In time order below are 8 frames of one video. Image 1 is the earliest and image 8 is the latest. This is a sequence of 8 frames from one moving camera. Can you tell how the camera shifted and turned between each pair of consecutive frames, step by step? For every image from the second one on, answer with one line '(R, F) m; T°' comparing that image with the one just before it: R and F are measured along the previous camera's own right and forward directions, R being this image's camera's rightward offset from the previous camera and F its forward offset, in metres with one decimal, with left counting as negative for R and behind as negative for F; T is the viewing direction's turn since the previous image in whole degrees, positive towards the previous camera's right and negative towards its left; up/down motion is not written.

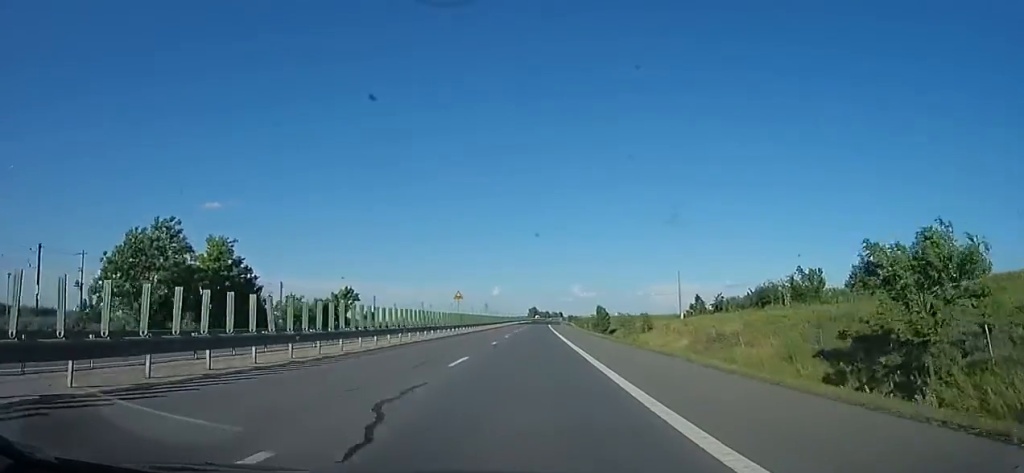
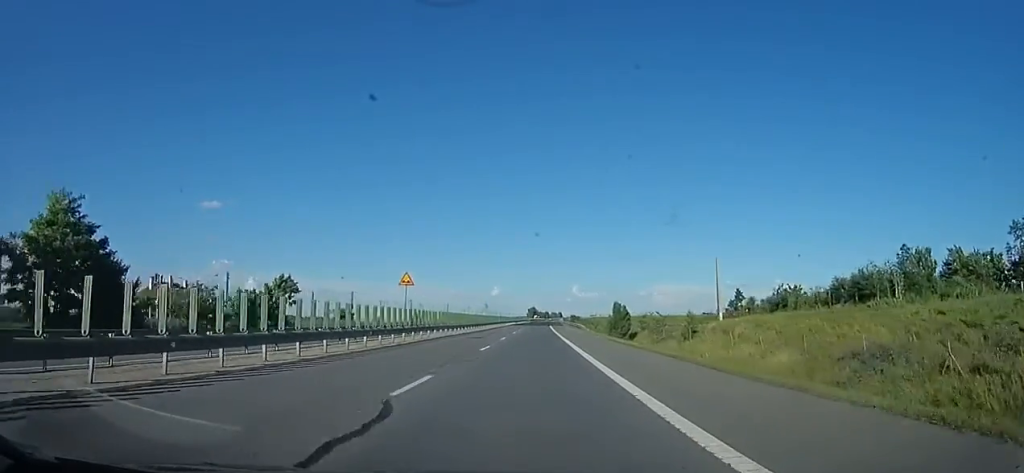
(0.0, +16.7) m; 0°
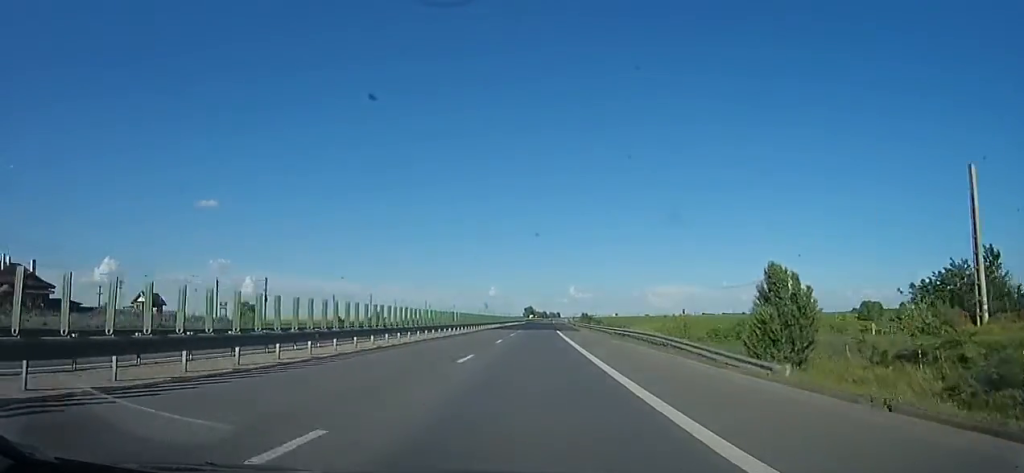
(0.0, +40.3) m; 0°
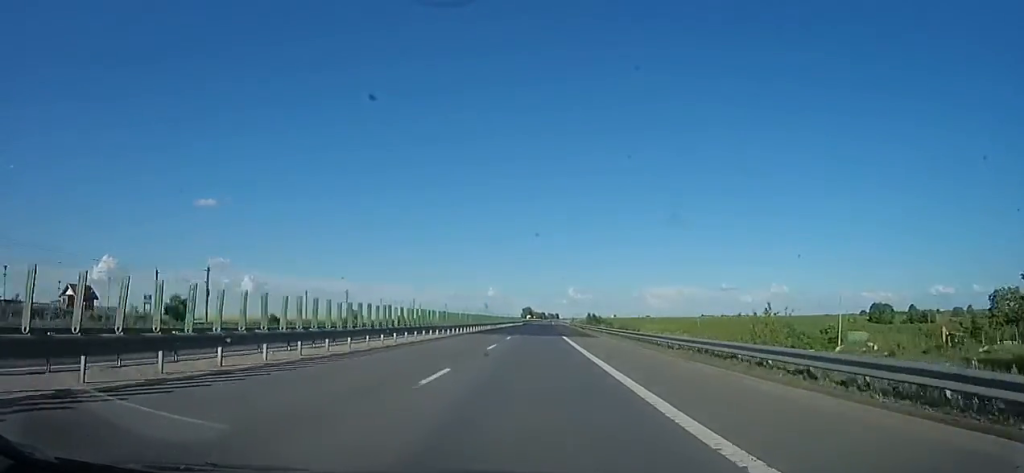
(0.0, +16.5) m; +1°
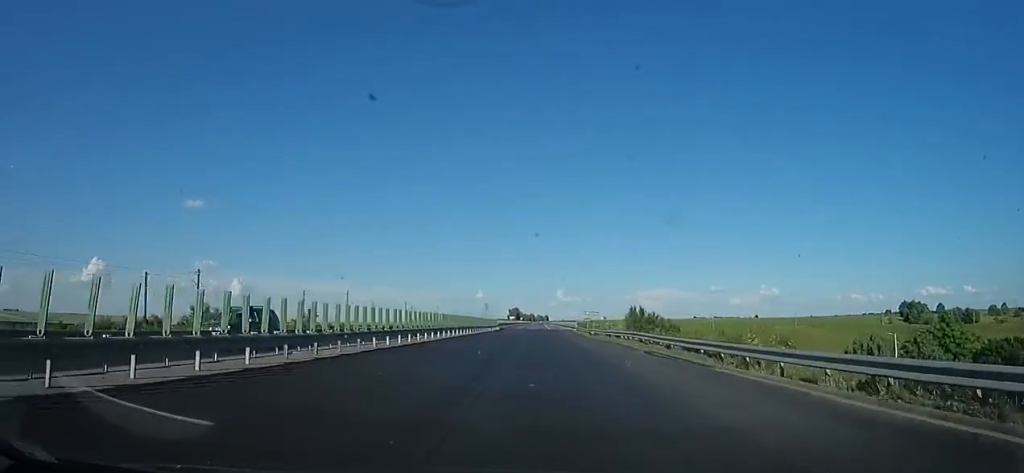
(+1.8, +53.8) m; +1°
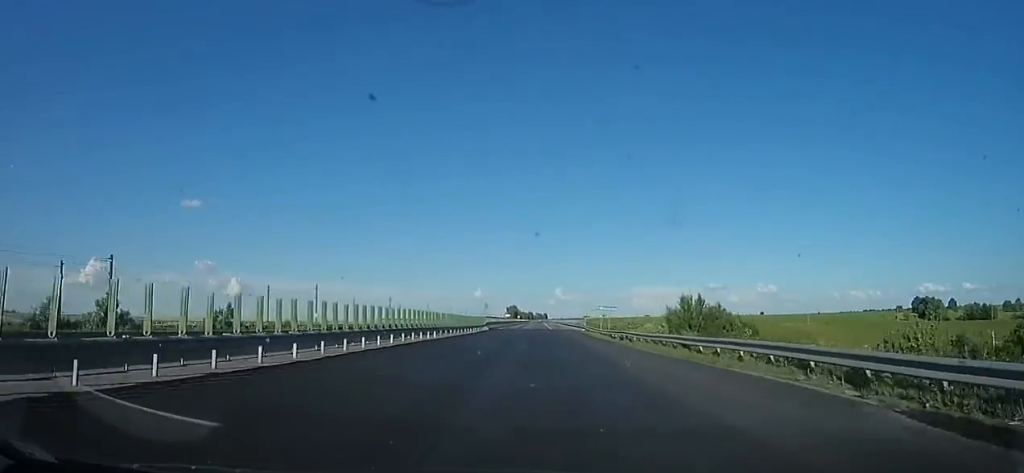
(-0.7, +17.3) m; 0°
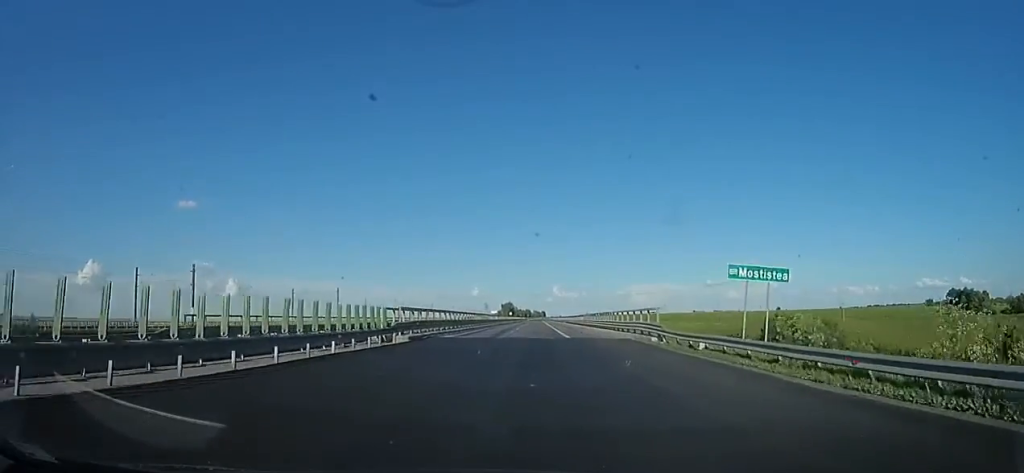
(+0.3, +41.4) m; 0°
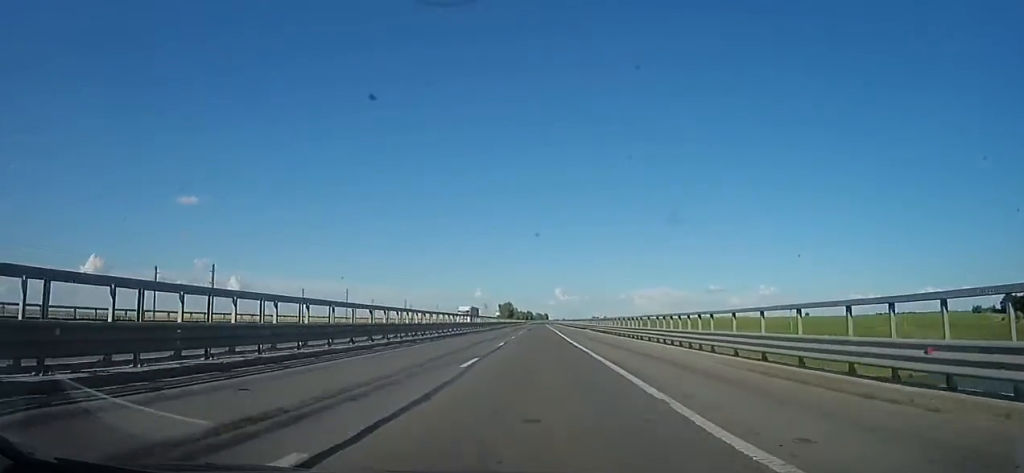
(-0.8, +51.0) m; 0°
